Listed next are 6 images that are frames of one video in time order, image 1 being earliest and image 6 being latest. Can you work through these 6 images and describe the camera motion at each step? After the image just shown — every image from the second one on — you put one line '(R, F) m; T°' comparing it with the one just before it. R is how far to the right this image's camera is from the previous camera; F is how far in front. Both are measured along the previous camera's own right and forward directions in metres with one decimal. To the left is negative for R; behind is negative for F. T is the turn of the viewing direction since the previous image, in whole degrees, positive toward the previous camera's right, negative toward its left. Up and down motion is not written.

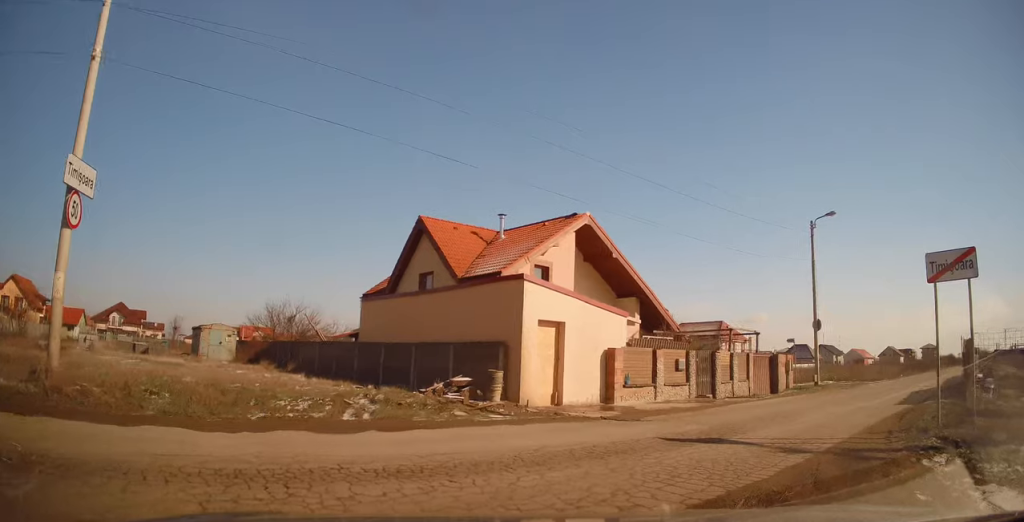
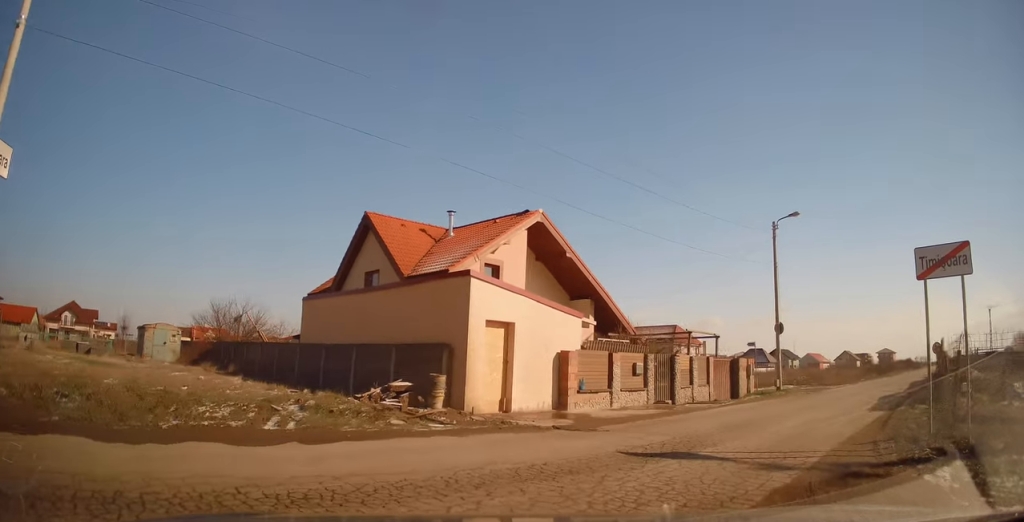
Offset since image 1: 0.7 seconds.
(0.0, +1.2) m; +2°
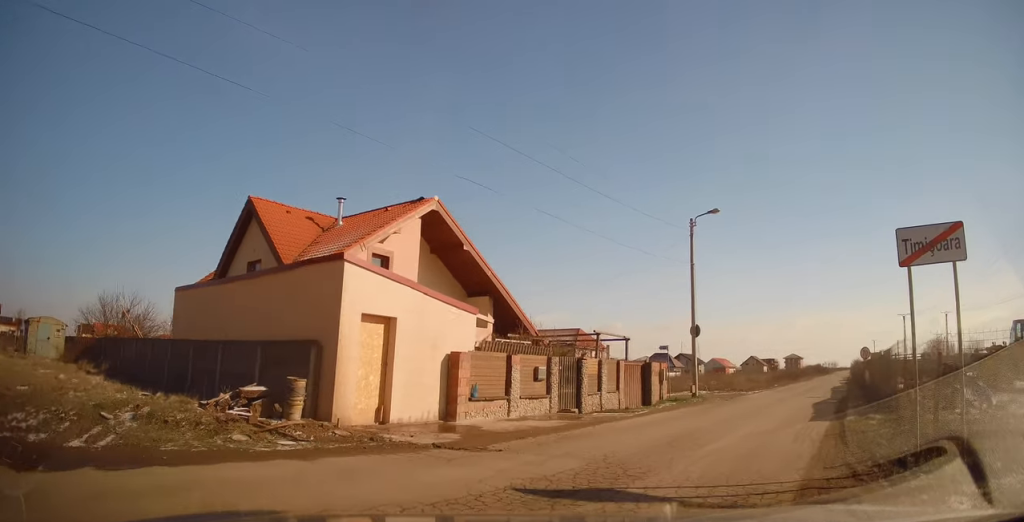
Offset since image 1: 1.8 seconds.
(0.0, +1.9) m; +2°
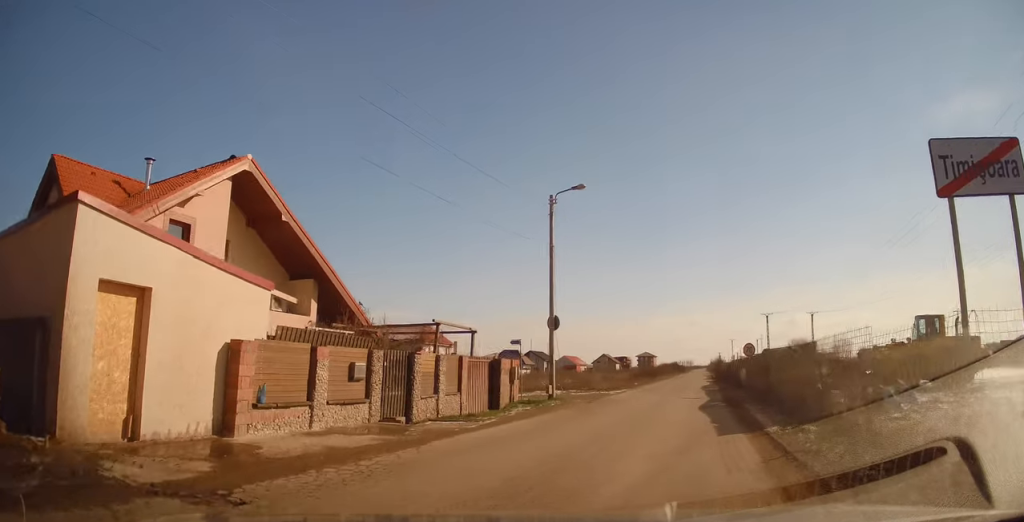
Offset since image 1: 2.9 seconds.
(+0.4, +2.7) m; +26°
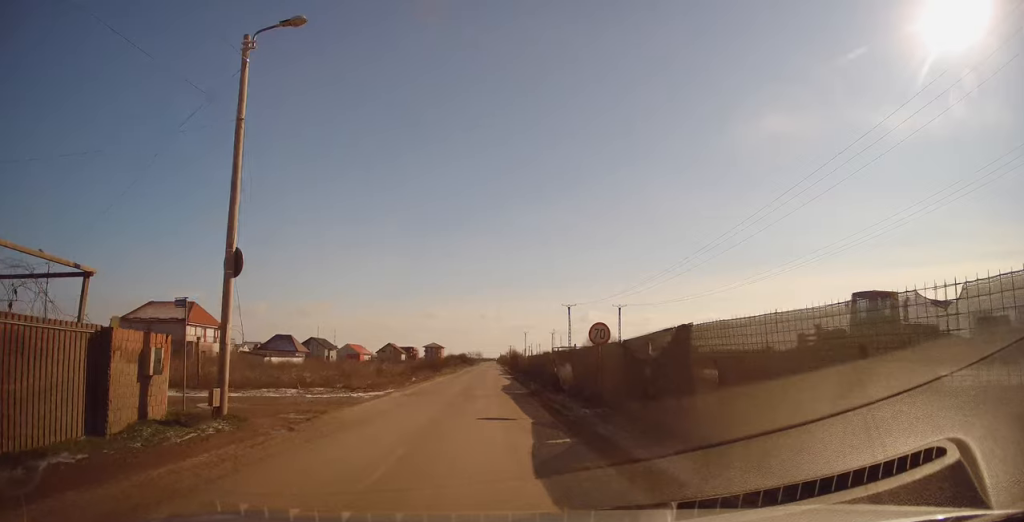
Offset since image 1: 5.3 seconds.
(+1.5, +9.4) m; +11°
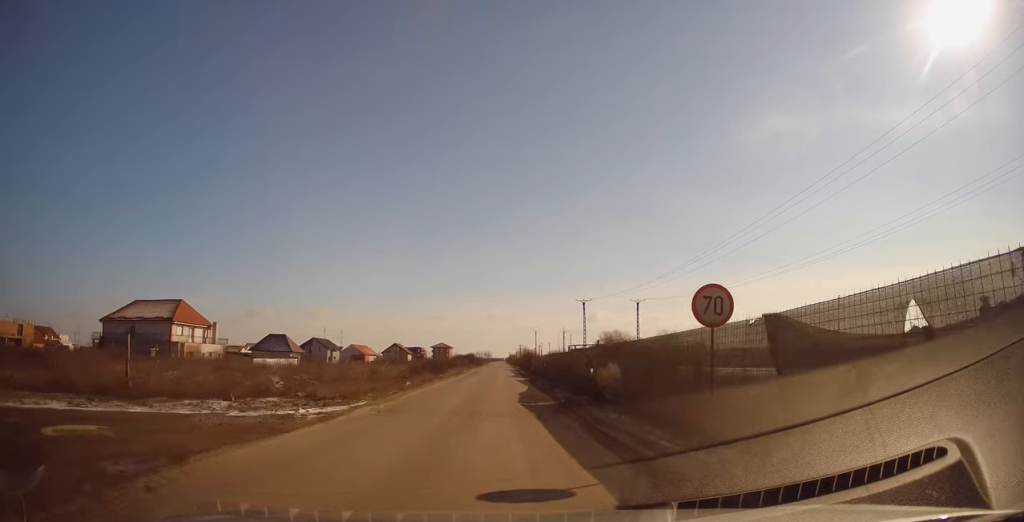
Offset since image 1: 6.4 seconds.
(+0.4, +6.9) m; +3°
